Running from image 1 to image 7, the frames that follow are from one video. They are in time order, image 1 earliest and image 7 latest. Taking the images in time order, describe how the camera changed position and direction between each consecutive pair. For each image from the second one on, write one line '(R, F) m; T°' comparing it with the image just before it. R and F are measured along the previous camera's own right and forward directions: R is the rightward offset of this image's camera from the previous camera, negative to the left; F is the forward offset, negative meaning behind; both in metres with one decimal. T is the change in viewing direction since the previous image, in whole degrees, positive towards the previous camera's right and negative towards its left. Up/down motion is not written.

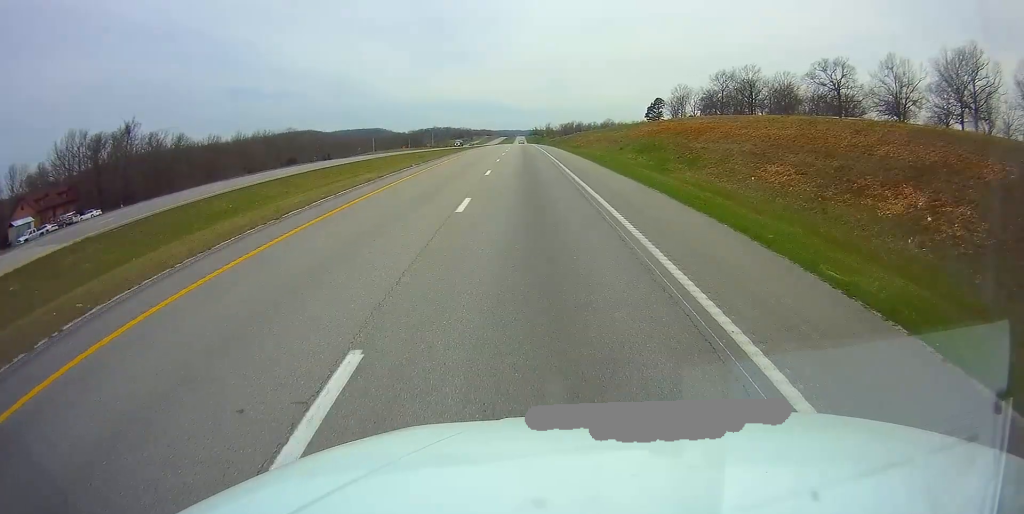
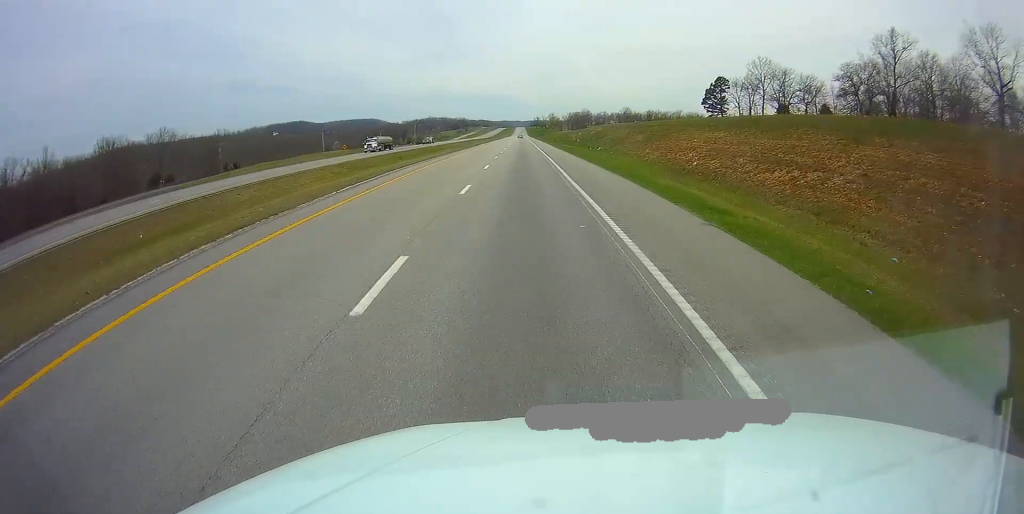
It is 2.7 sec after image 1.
(0.0, +81.5) m; 0°
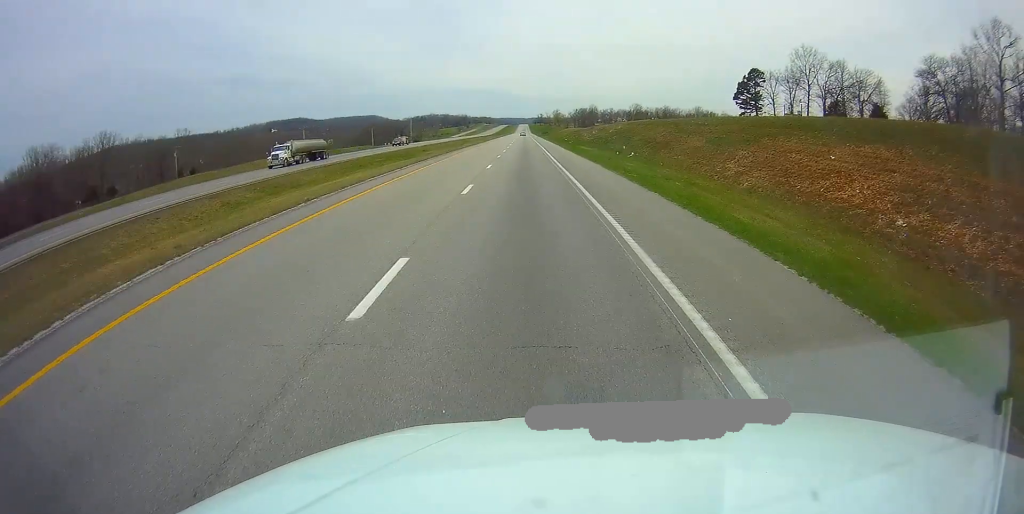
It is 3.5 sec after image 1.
(-0.1, +24.5) m; 0°
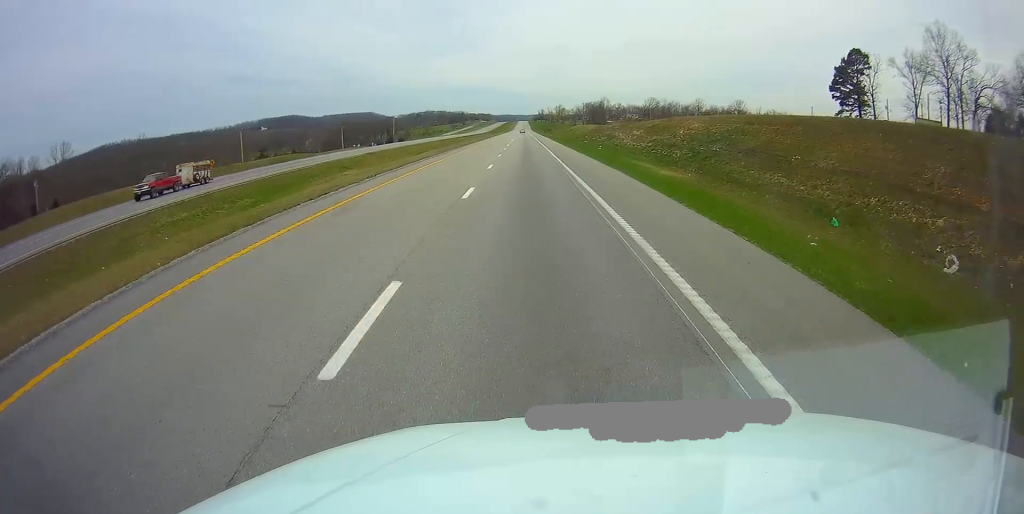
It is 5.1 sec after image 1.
(-0.1, +50.3) m; 0°
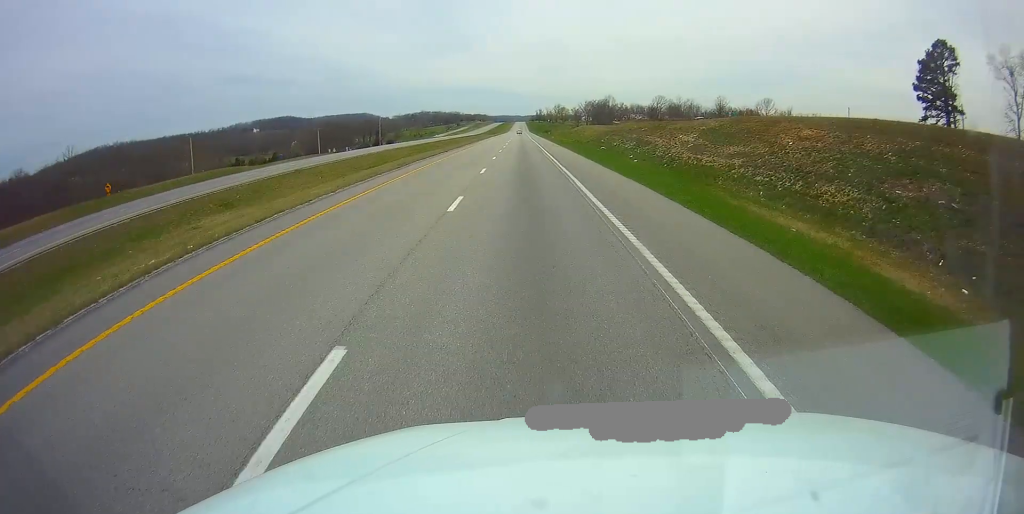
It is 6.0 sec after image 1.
(+0.3, +26.7) m; 0°
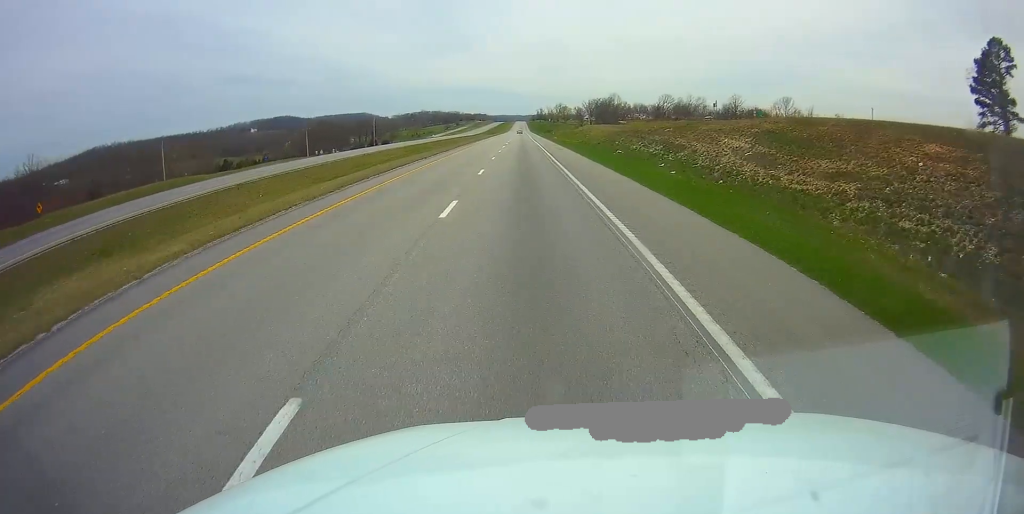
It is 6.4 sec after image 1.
(+0.1, +13.3) m; 0°
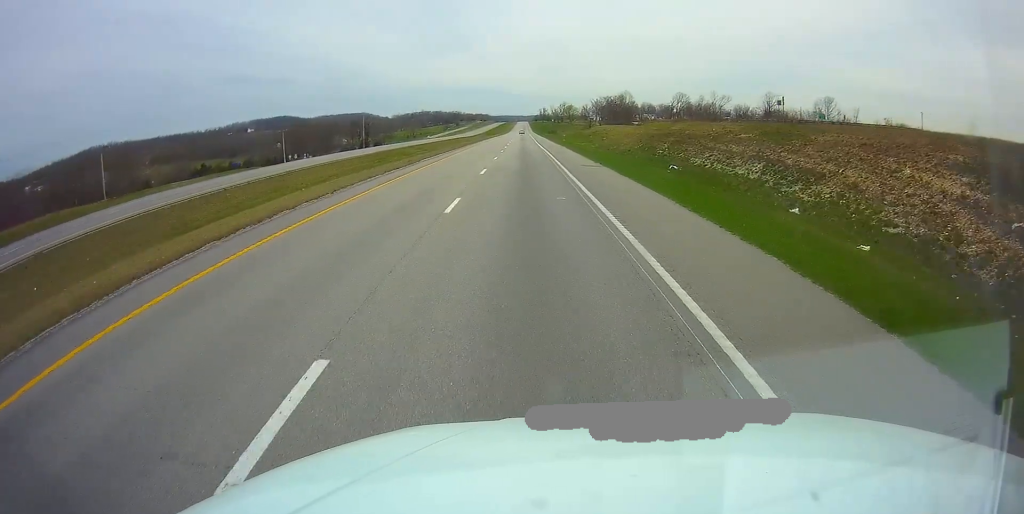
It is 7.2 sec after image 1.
(-0.3, +23.5) m; 0°
